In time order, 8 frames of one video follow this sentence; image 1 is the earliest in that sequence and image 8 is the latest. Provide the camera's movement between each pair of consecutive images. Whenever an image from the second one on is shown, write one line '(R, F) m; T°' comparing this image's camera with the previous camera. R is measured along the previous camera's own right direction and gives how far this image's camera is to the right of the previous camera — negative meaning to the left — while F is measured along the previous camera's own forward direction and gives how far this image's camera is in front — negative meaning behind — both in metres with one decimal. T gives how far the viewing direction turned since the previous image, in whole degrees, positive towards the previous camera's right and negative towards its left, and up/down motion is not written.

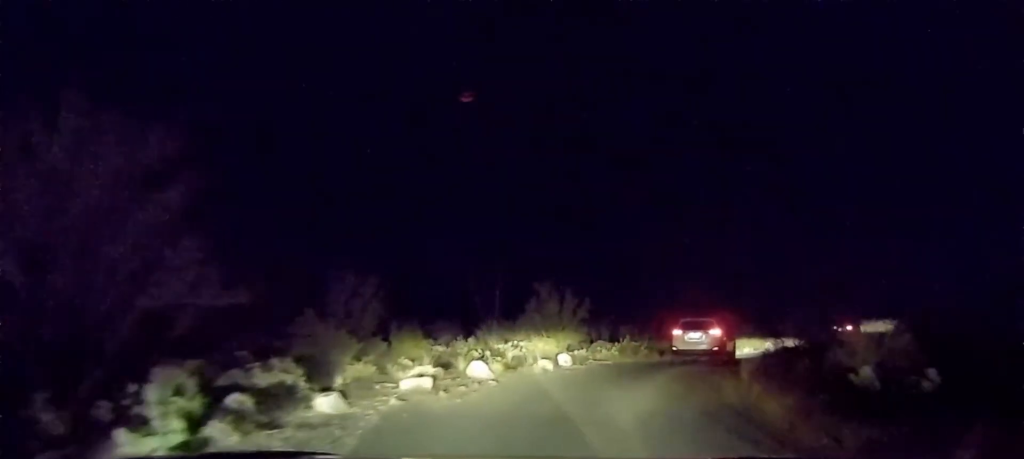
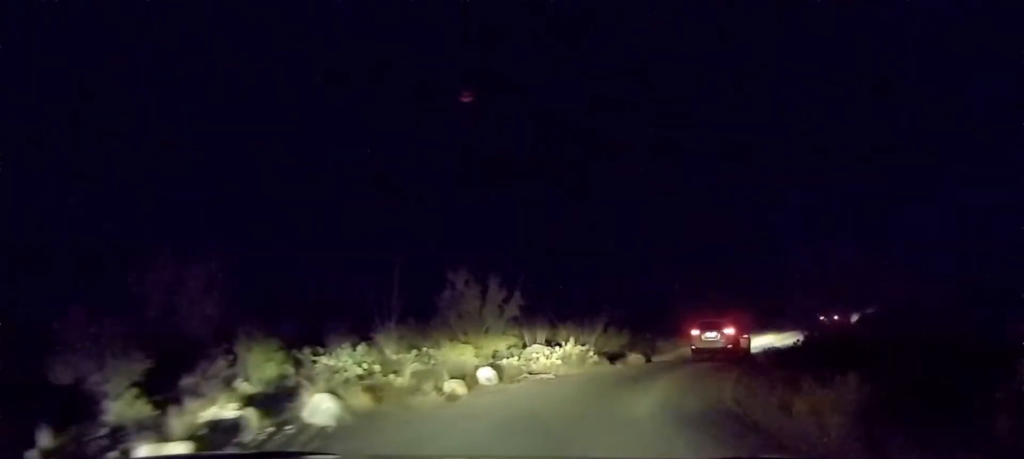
(0.0, +5.8) m; +4°
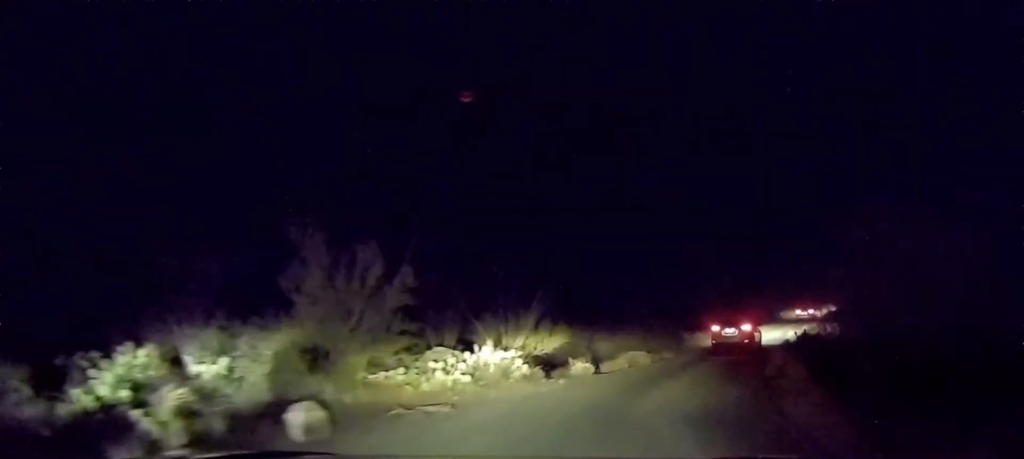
(+0.4, +6.4) m; +8°
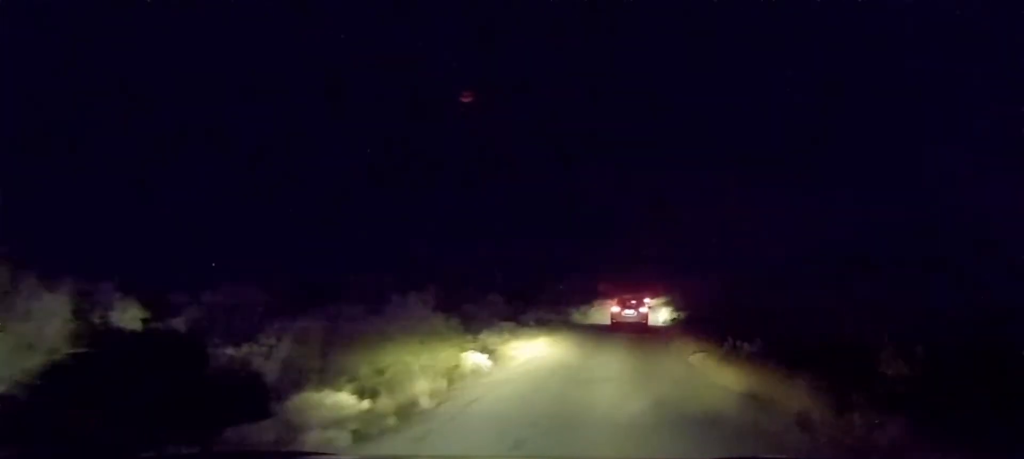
(+2.8, +13.5) m; +20°
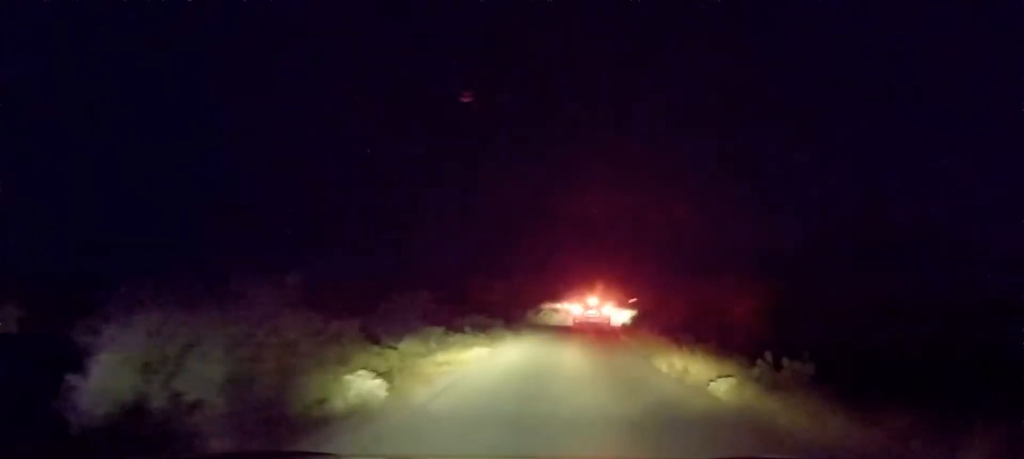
(0.0, +4.6) m; +4°
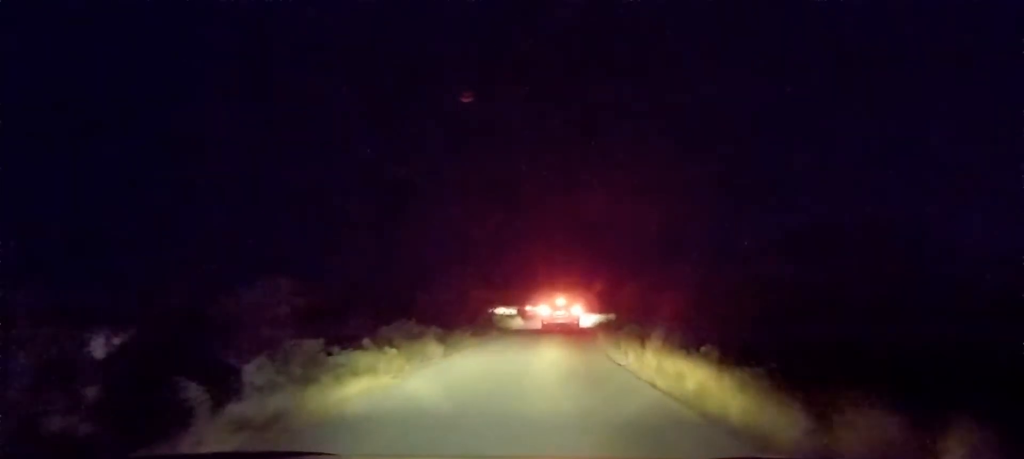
(+0.5, +6.5) m; +4°
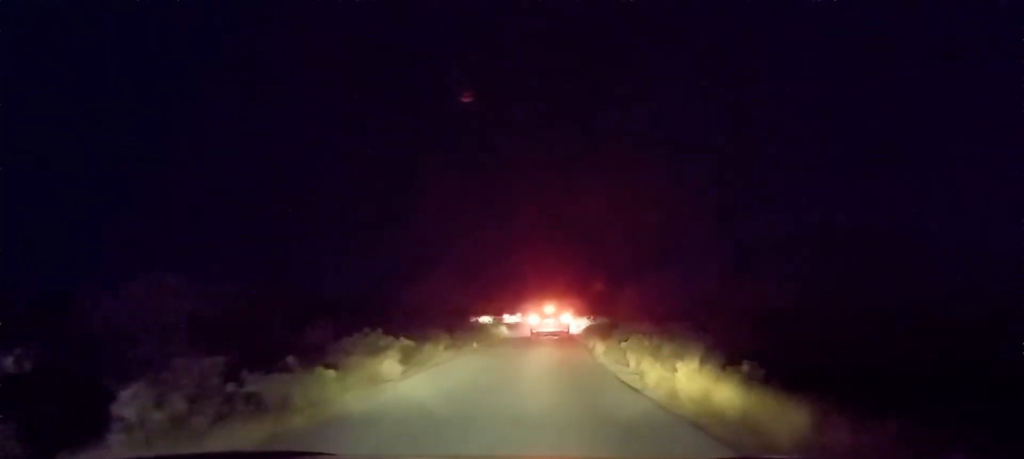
(+0.1, +3.1) m; +2°
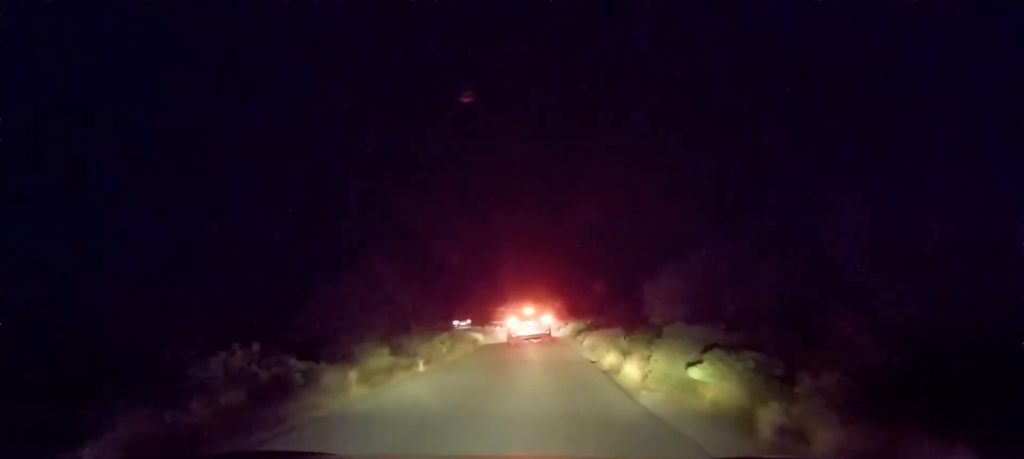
(+0.1, +8.0) m; +7°
